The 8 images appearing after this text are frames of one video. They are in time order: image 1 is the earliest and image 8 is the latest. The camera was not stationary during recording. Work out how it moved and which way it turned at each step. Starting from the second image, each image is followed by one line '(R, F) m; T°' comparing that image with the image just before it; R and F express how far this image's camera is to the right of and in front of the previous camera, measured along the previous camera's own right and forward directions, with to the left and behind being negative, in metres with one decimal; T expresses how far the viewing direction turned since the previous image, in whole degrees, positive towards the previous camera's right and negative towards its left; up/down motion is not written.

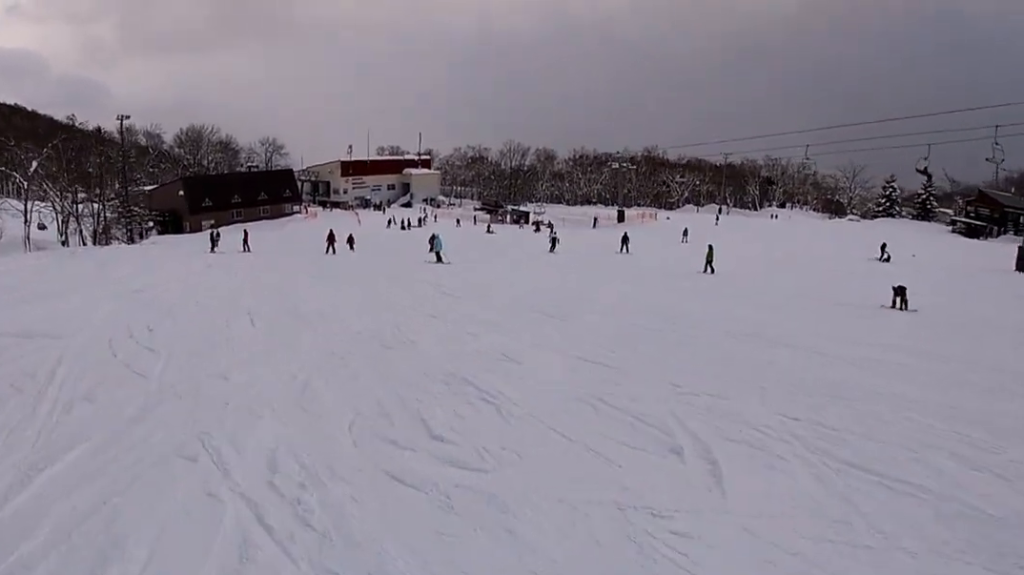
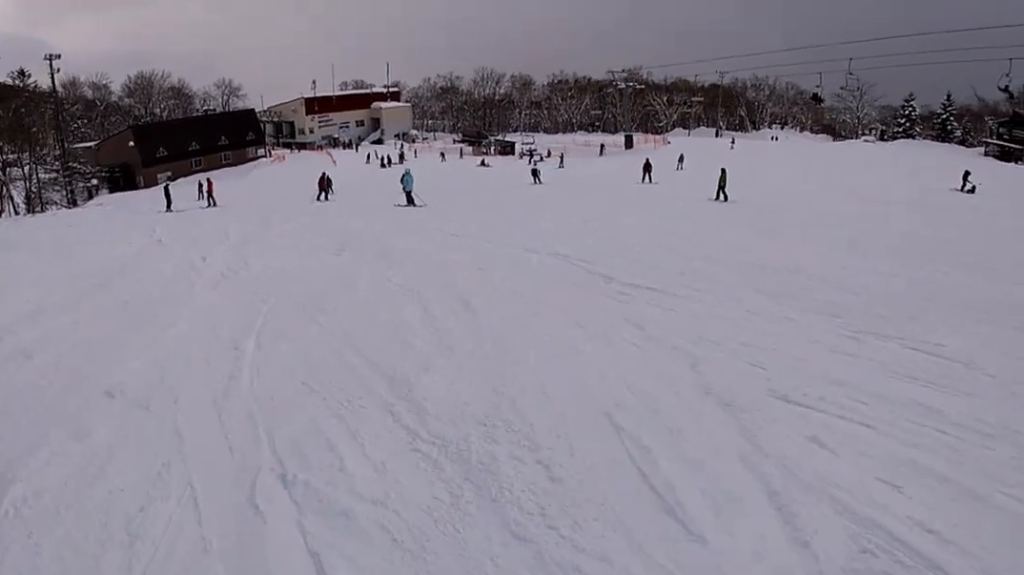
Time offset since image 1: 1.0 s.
(+0.2, +9.6) m; +5°
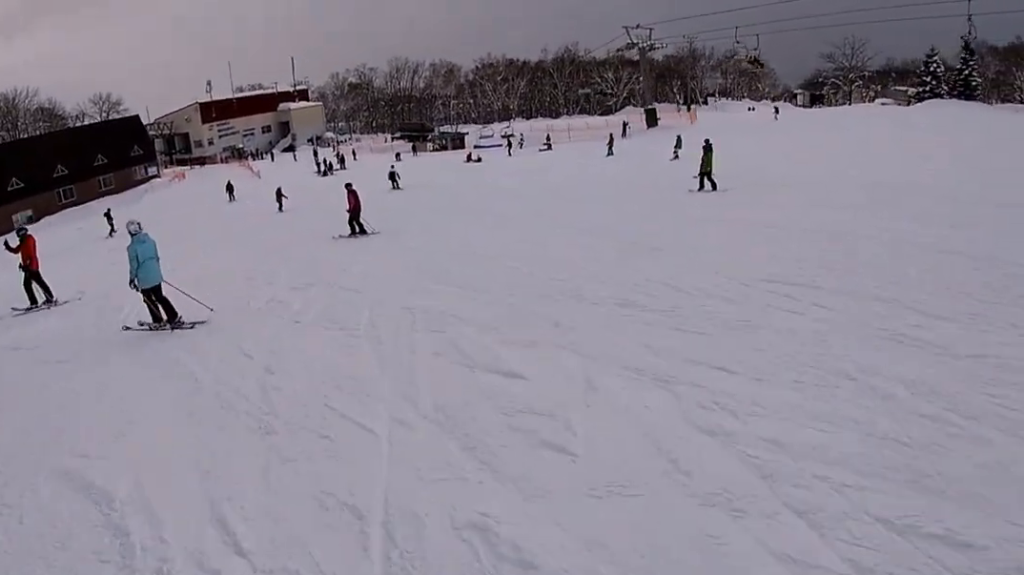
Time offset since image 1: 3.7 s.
(+3.3, +24.5) m; +9°
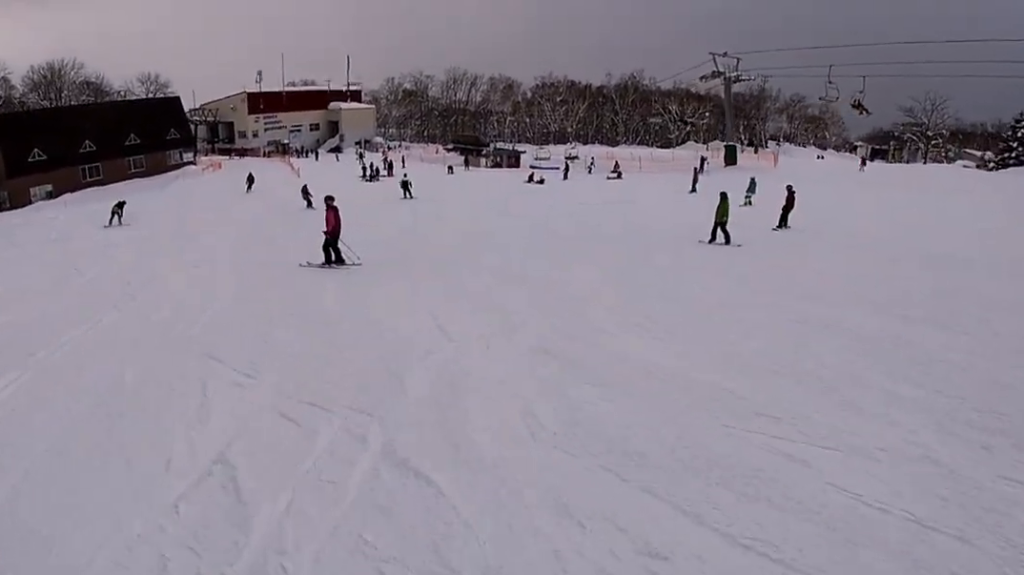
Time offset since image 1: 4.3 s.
(+0.4, +5.8) m; -4°
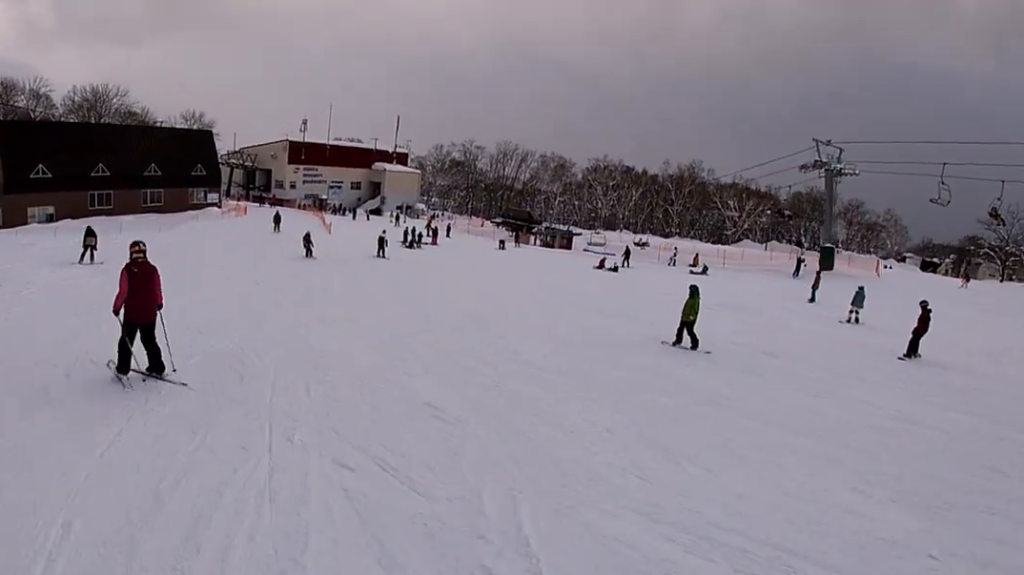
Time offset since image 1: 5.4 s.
(-1.2, +9.4) m; -3°
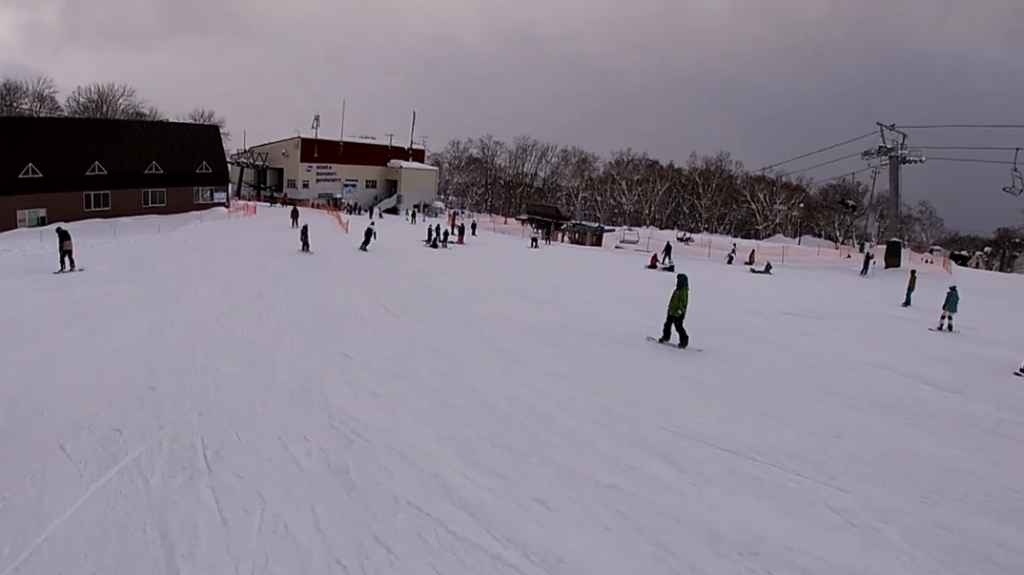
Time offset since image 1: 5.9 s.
(+0.5, +5.3) m; 0°
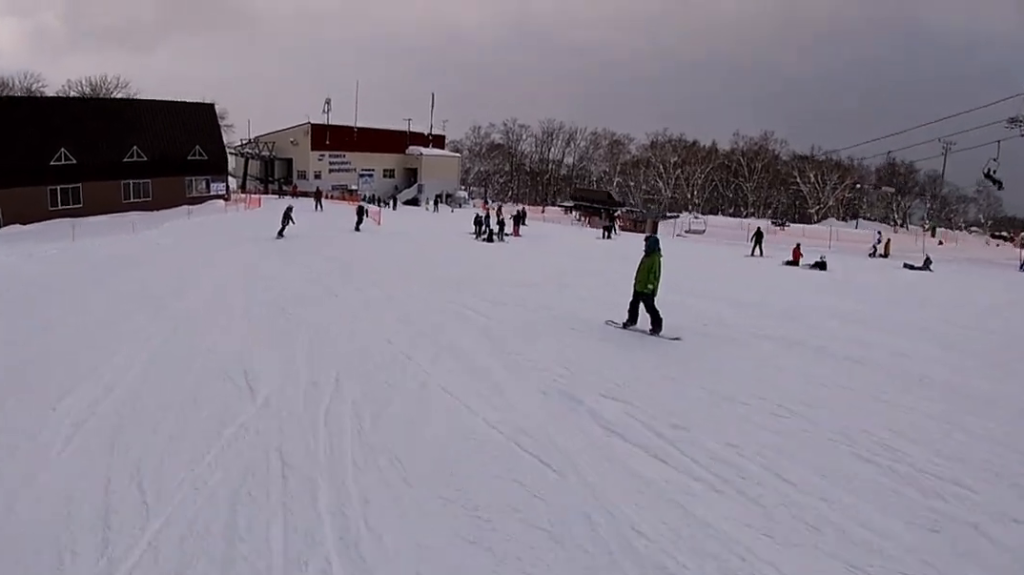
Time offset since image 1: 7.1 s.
(-0.5, +11.0) m; -5°
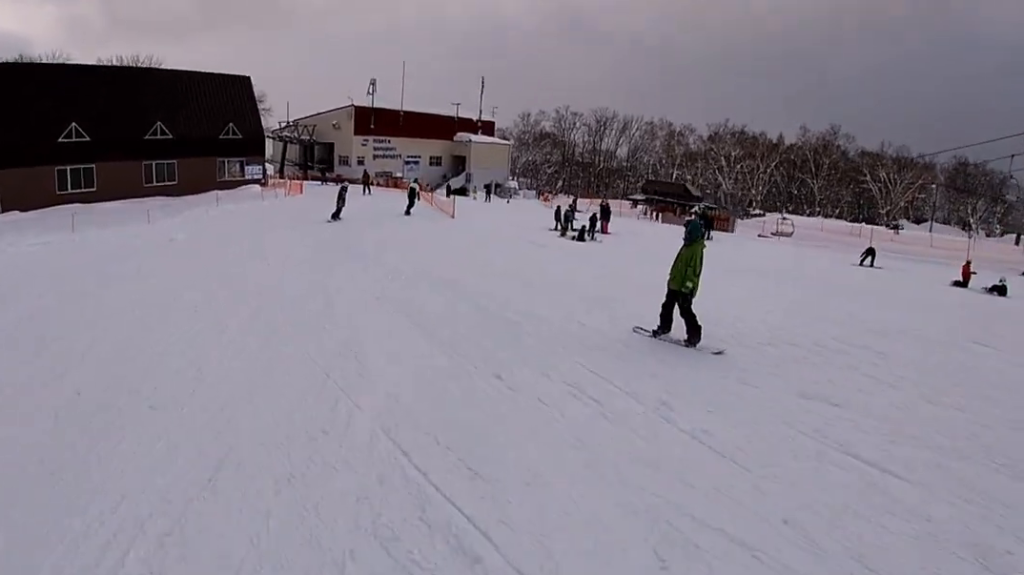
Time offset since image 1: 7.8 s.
(-0.1, +6.7) m; 0°
